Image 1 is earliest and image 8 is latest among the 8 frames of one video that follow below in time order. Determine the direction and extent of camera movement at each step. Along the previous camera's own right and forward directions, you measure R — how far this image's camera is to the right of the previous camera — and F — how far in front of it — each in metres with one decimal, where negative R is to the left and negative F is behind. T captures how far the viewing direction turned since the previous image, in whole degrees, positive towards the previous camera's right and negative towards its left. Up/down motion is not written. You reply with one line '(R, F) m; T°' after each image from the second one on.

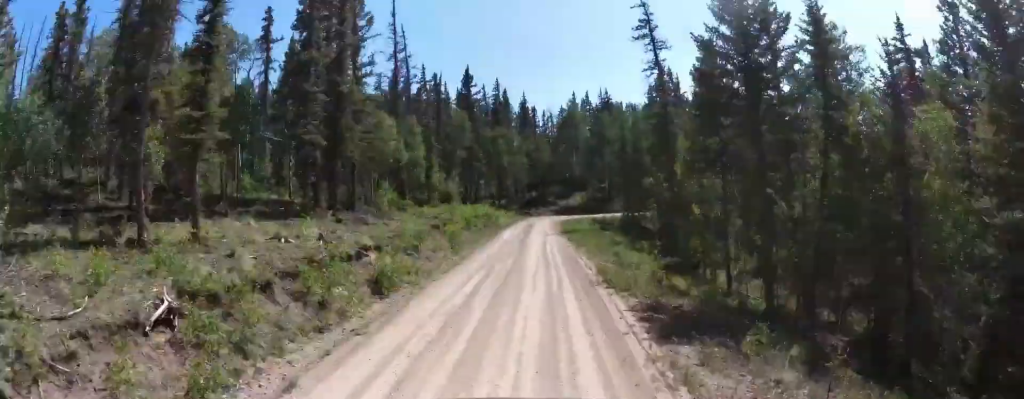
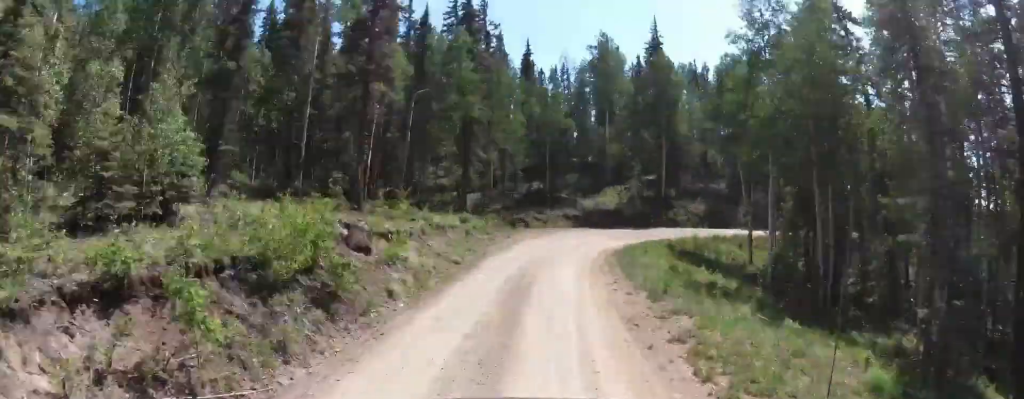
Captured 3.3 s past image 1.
(+7.3, +28.9) m; +10°
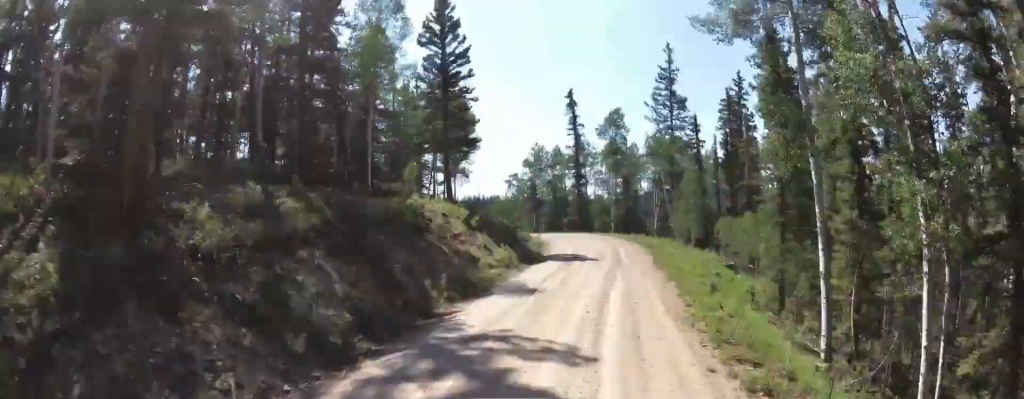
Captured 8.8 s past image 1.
(+7.9, +50.5) m; +7°
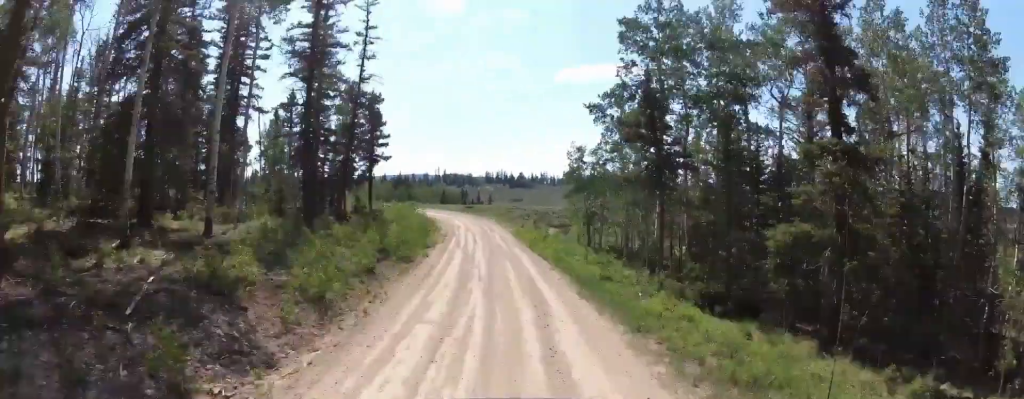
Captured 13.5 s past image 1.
(+10.3, +45.7) m; -14°
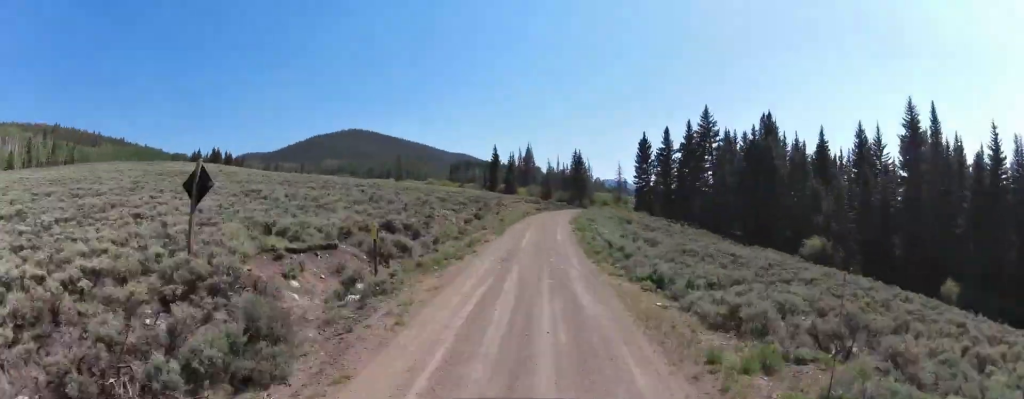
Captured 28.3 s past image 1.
(-86.8, +127.2) m; -36°
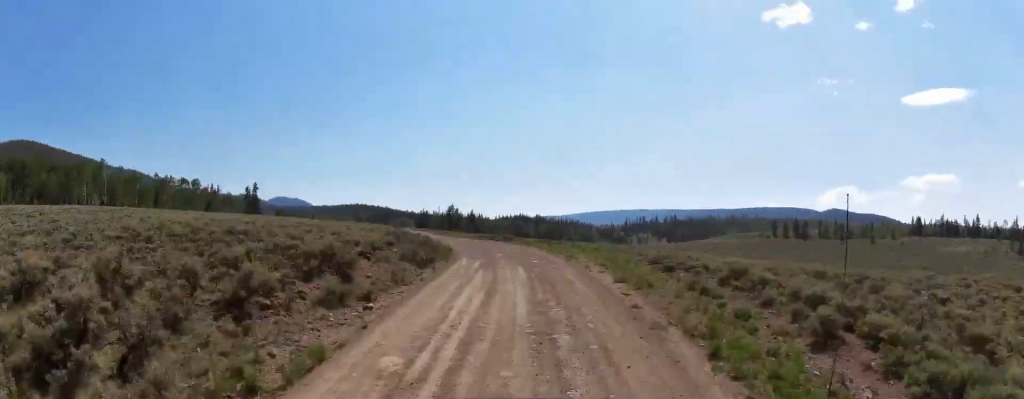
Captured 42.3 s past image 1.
(+31.7, +159.2) m; +13°
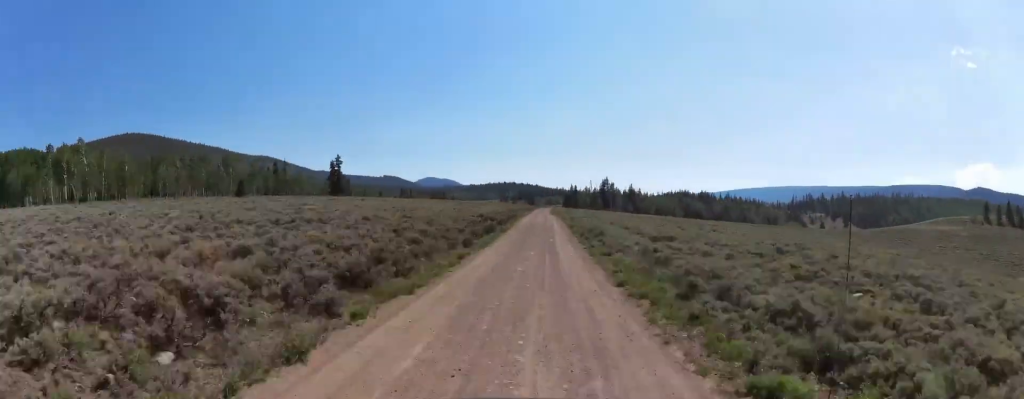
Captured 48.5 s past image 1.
(-2.1, +74.3) m; -3°
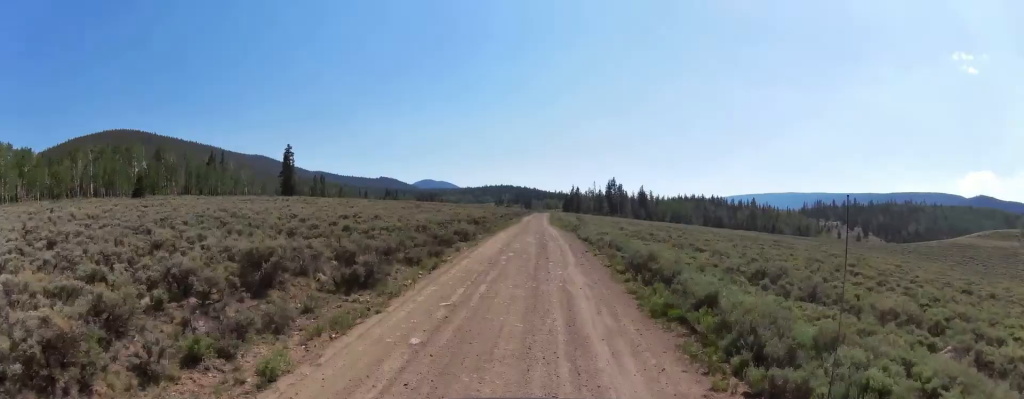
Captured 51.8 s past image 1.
(-1.3, +39.1) m; -2°
